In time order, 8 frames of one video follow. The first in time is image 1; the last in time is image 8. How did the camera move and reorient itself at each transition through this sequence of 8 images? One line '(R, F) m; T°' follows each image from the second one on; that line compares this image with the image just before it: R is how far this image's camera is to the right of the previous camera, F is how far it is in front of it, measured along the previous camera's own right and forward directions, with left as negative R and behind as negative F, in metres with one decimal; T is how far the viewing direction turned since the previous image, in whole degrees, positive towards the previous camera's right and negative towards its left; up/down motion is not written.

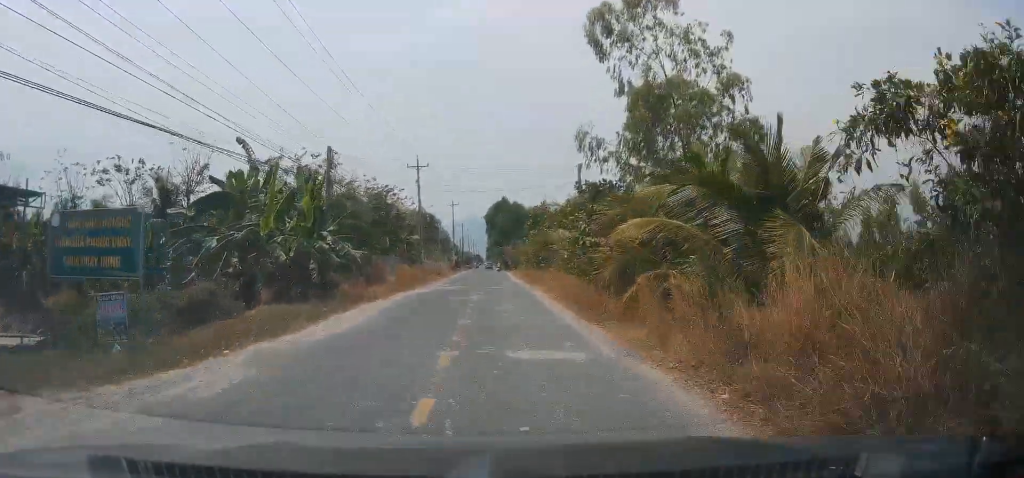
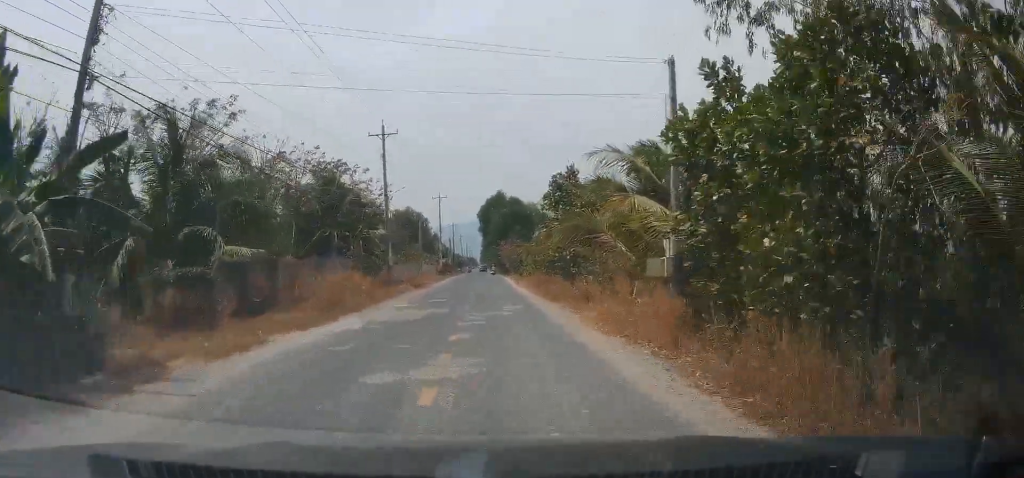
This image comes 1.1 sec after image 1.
(+0.3, +17.8) m; 0°
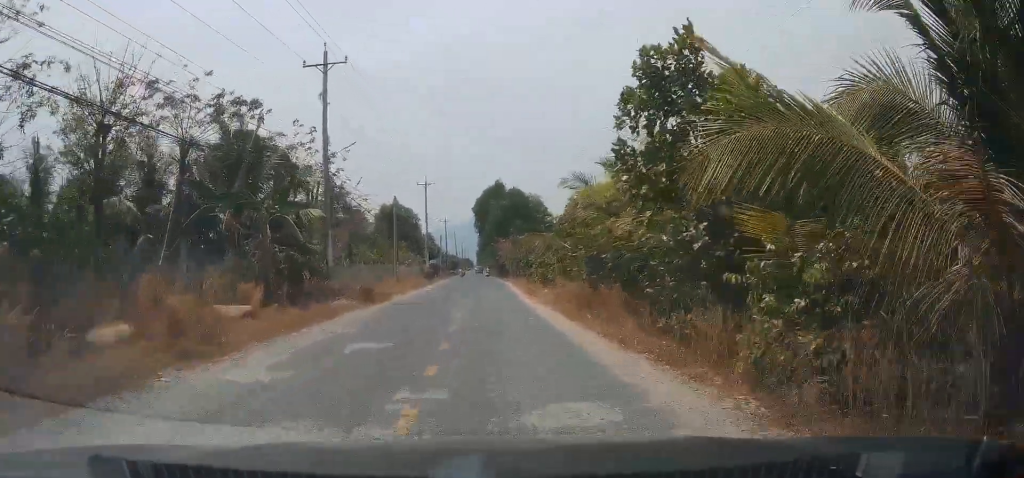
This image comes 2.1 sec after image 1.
(-0.4, +16.1) m; -1°
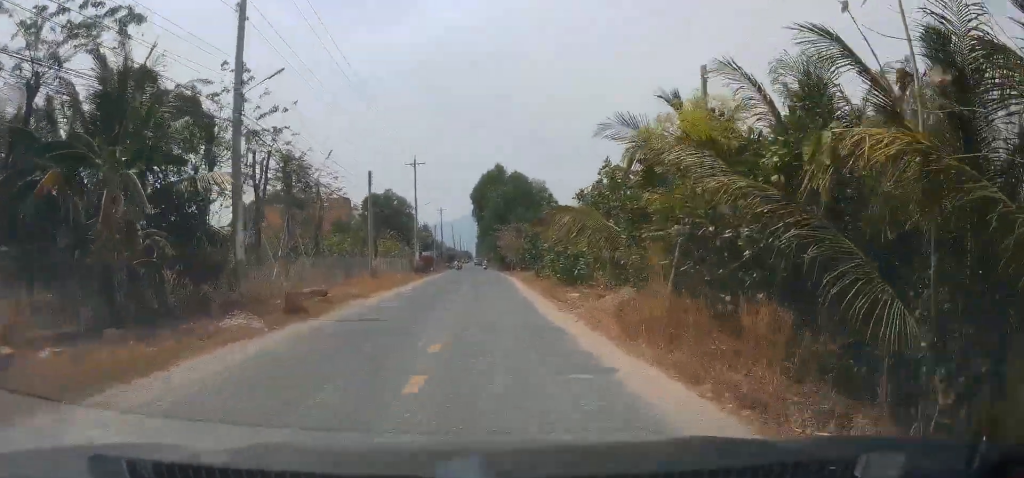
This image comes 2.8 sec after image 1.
(-0.1, +10.4) m; +1°
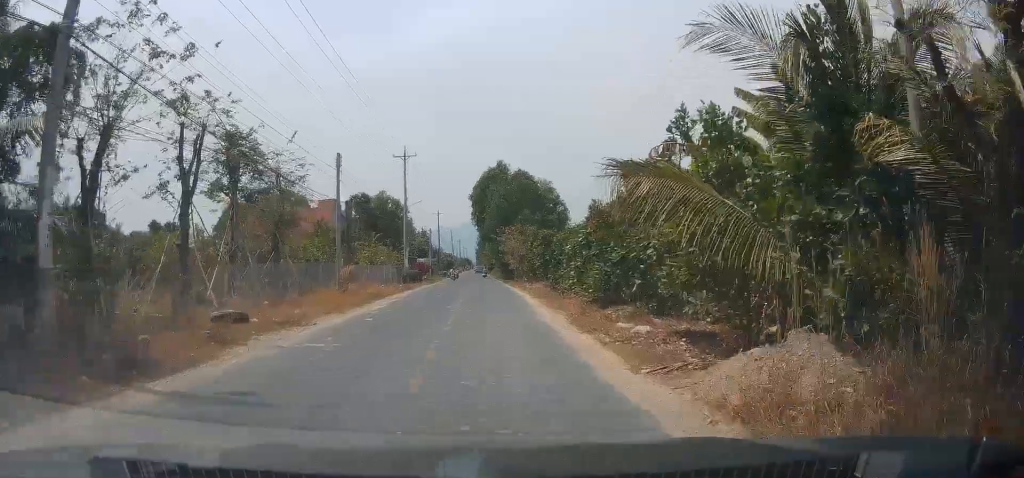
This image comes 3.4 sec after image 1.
(+0.2, +9.0) m; +2°
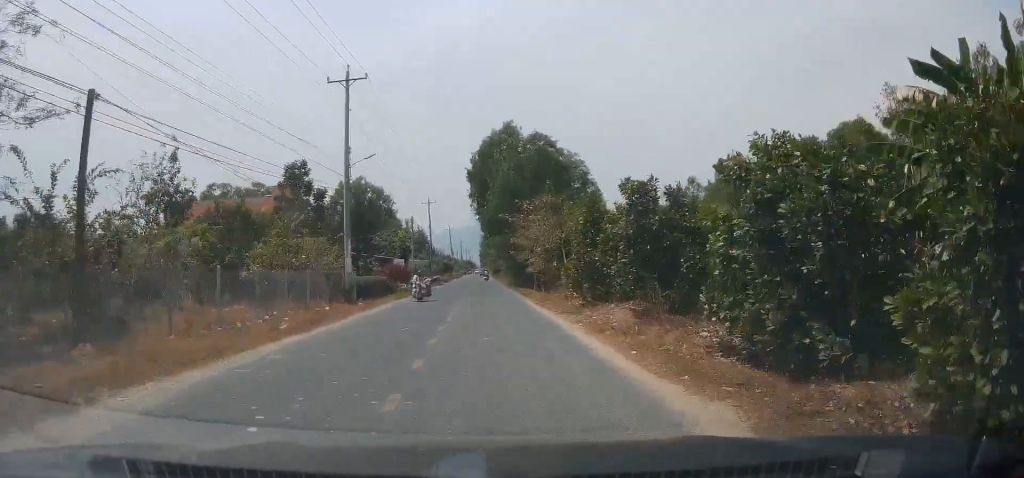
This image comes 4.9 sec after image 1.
(-0.3, +24.4) m; -1°
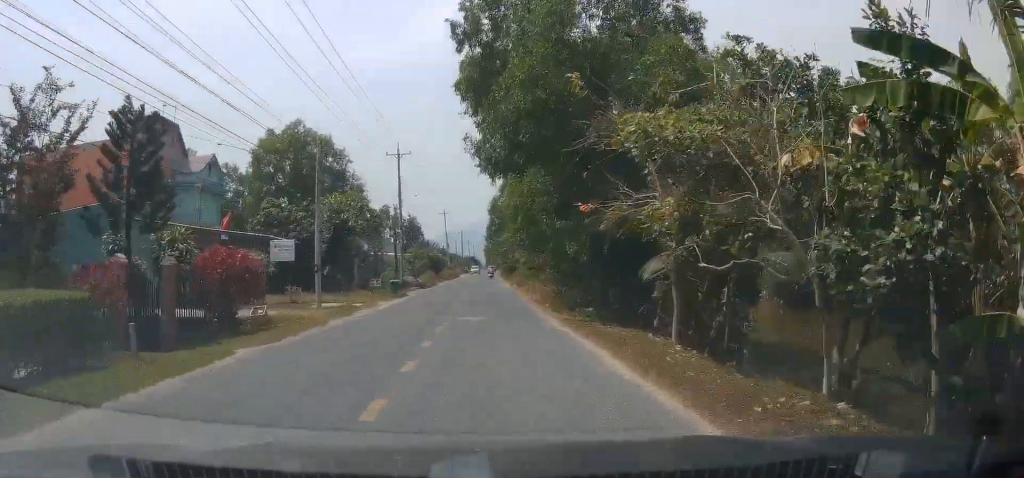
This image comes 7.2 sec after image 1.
(+0.5, +36.1) m; 0°
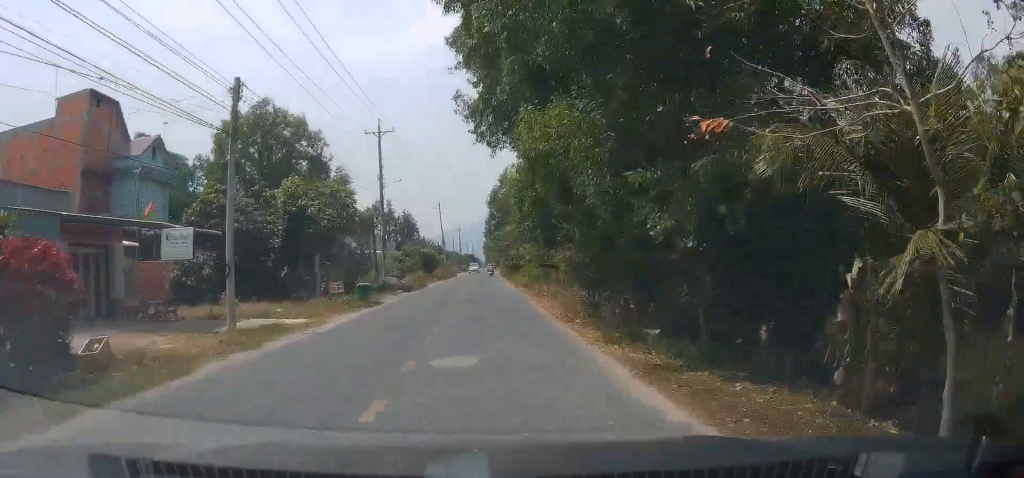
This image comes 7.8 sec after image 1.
(-0.1, +8.7) m; -1°
